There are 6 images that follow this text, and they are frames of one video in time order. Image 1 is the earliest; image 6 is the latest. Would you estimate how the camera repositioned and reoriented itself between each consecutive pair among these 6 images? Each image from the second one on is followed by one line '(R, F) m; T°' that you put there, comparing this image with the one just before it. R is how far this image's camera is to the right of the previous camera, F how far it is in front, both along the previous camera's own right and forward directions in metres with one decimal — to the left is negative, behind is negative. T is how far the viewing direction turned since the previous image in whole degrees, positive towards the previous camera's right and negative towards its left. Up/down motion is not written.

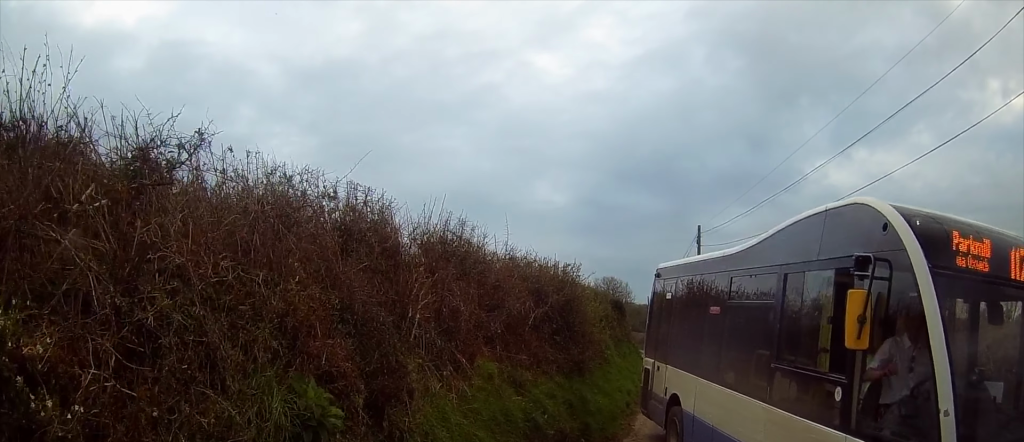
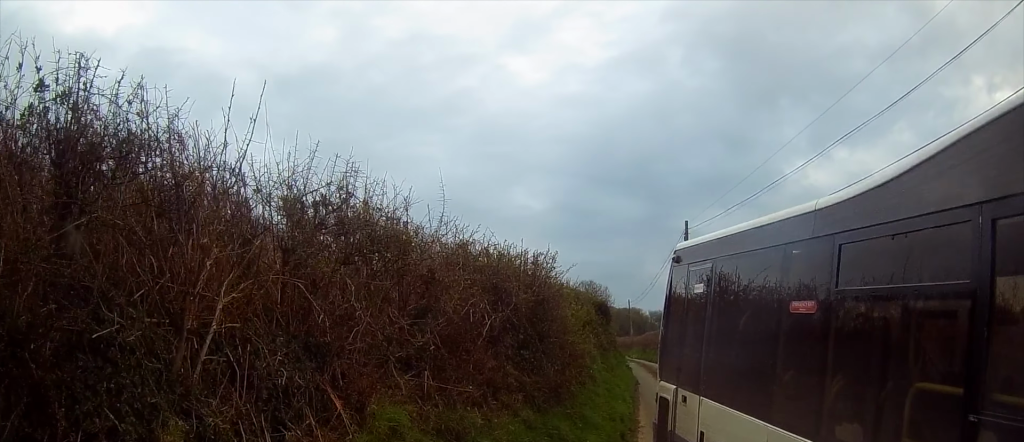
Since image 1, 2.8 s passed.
(+0.4, +1.7) m; 0°
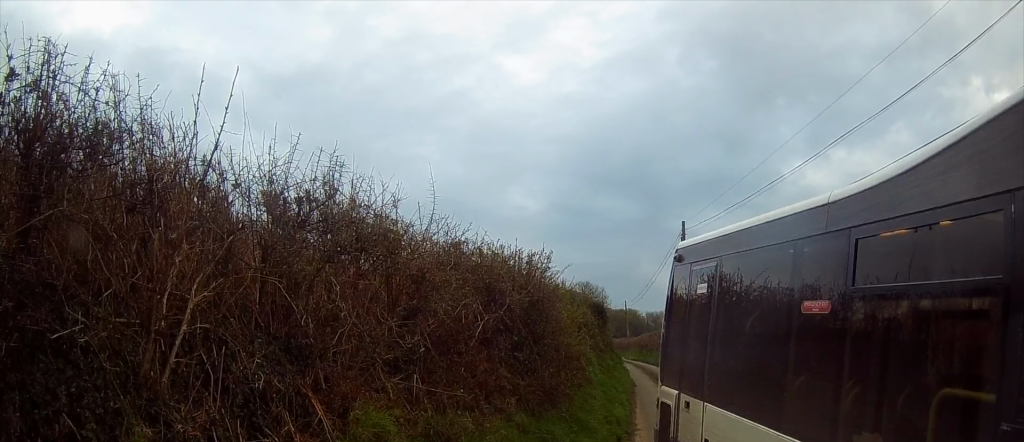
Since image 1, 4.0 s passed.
(+0.1, +0.1) m; 0°
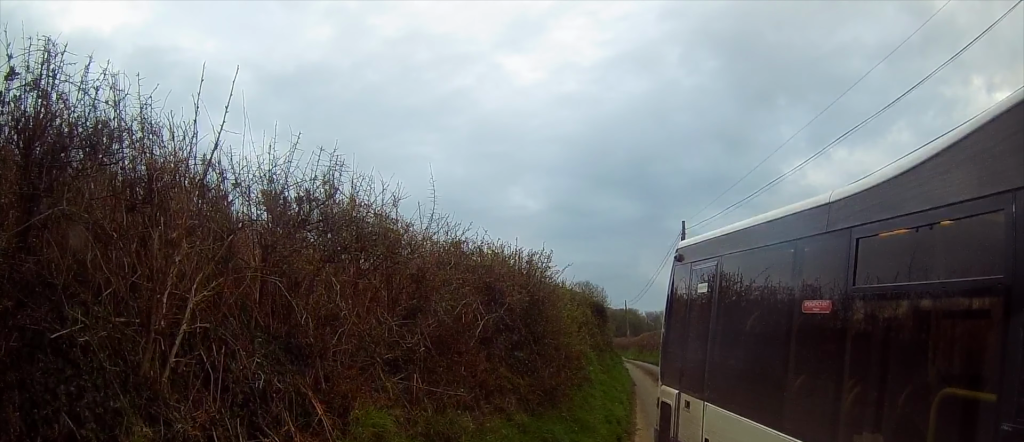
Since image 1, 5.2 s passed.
(0.0, 0.0) m; 0°
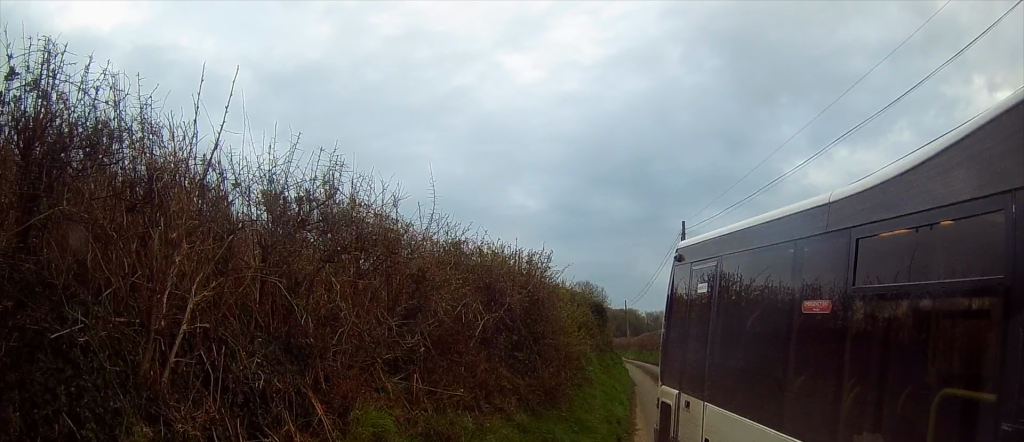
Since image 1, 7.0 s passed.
(0.0, 0.0) m; 0°
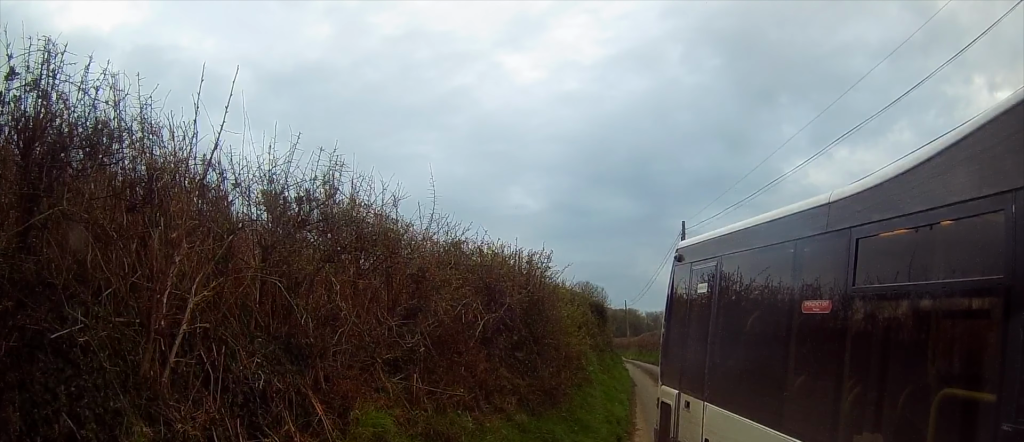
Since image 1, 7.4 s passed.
(0.0, 0.0) m; 0°
